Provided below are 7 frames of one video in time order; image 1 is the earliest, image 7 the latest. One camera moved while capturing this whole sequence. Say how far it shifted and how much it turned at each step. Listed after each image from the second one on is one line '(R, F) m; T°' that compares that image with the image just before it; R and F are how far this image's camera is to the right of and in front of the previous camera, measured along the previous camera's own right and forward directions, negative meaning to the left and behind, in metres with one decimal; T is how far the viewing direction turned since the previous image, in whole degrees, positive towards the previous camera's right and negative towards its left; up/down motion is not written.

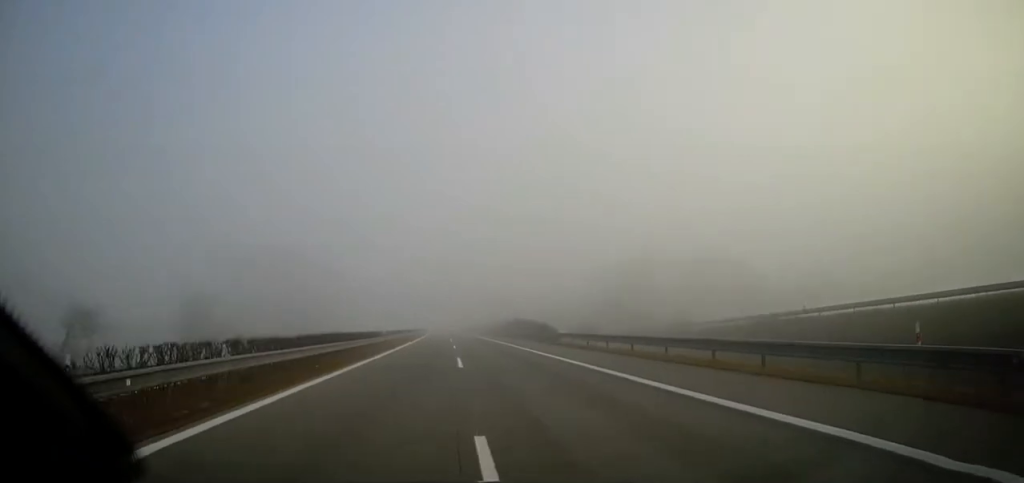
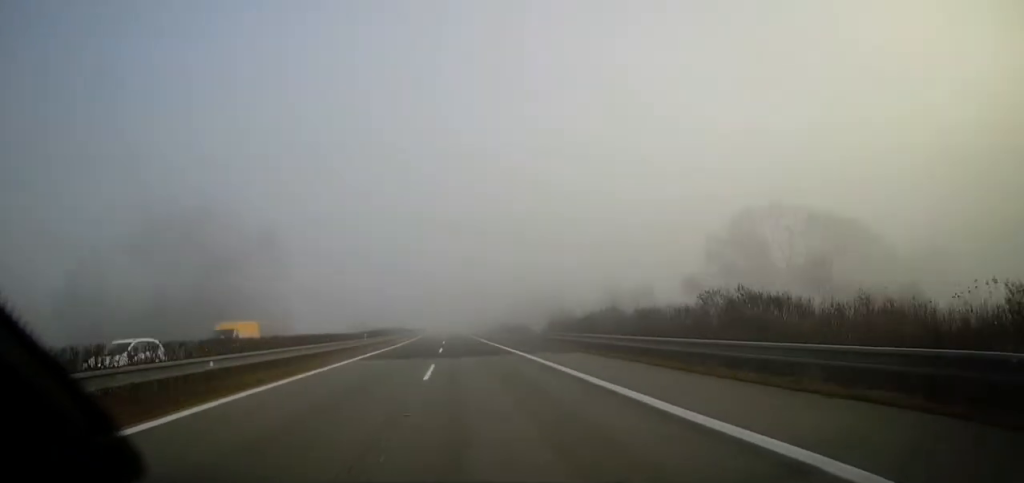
(-0.4, +57.3) m; -1°
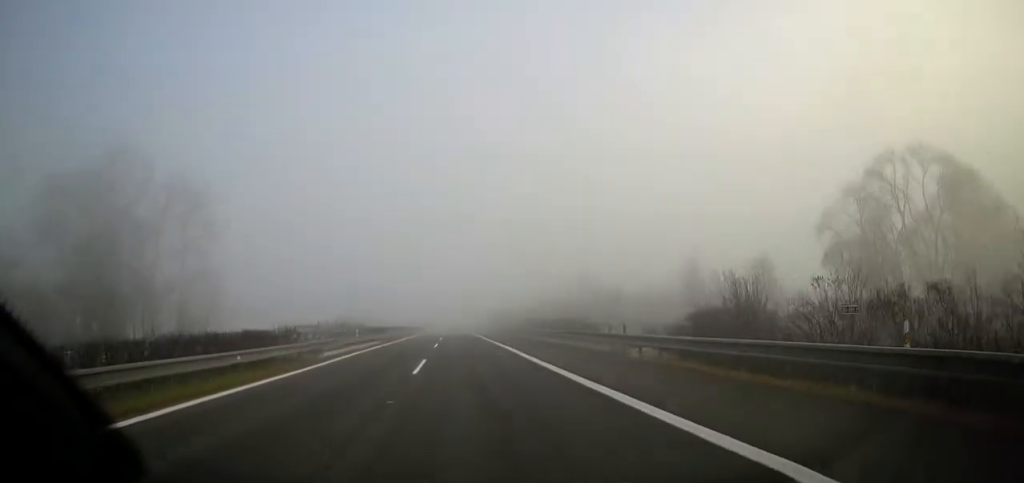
(-0.2, +34.3) m; -1°
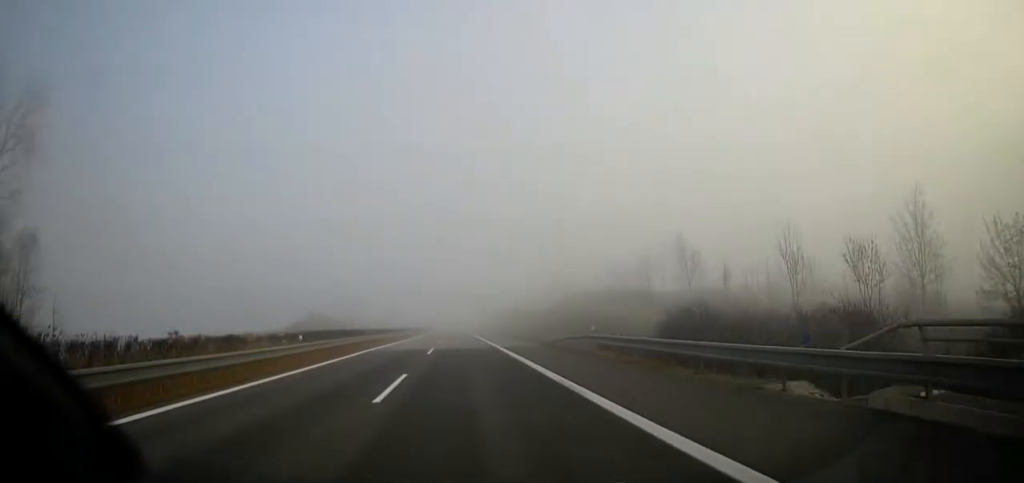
(-0.2, +41.4) m; -1°
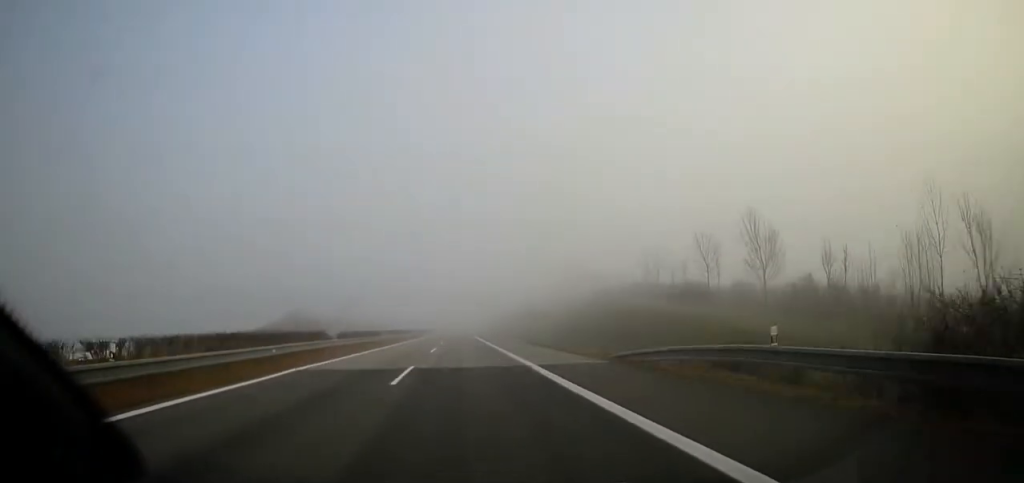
(-0.1, +15.0) m; 0°
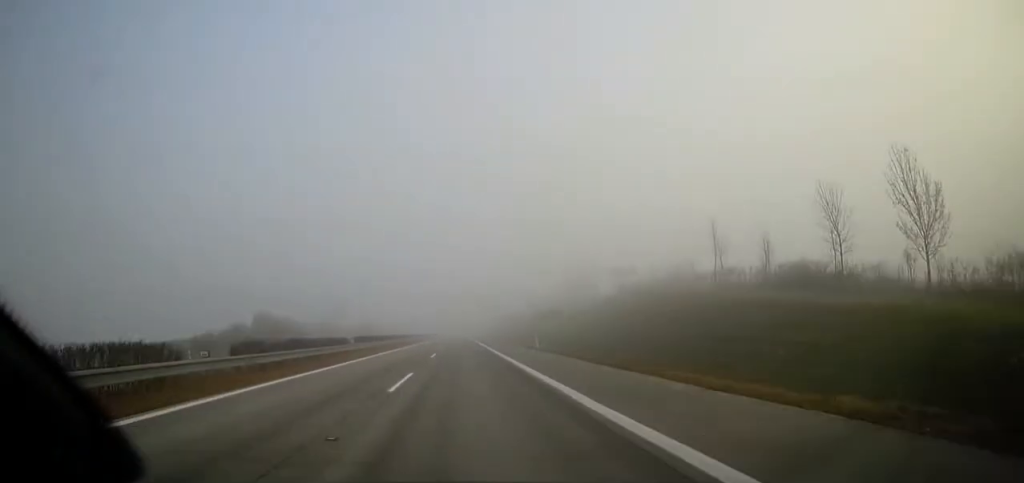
(-0.1, +18.7) m; 0°
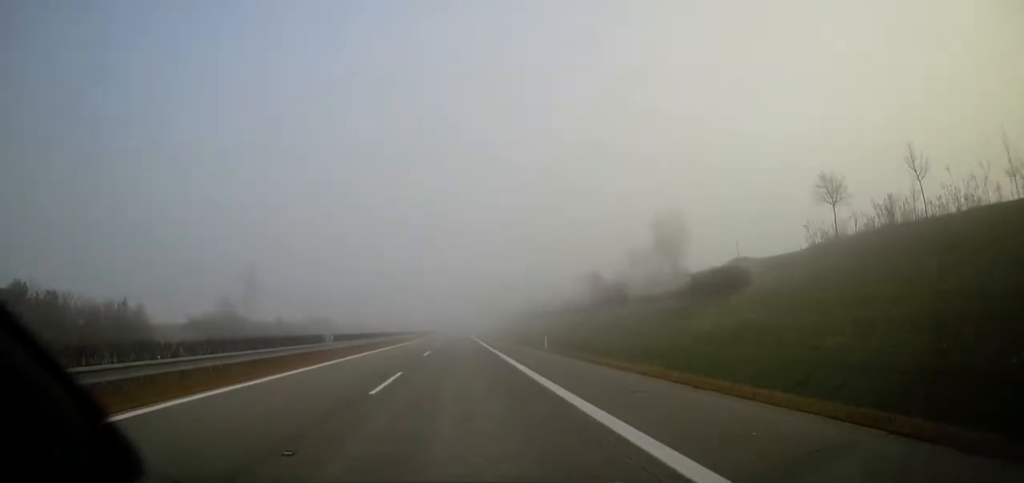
(+0.1, +55.4) m; 0°
